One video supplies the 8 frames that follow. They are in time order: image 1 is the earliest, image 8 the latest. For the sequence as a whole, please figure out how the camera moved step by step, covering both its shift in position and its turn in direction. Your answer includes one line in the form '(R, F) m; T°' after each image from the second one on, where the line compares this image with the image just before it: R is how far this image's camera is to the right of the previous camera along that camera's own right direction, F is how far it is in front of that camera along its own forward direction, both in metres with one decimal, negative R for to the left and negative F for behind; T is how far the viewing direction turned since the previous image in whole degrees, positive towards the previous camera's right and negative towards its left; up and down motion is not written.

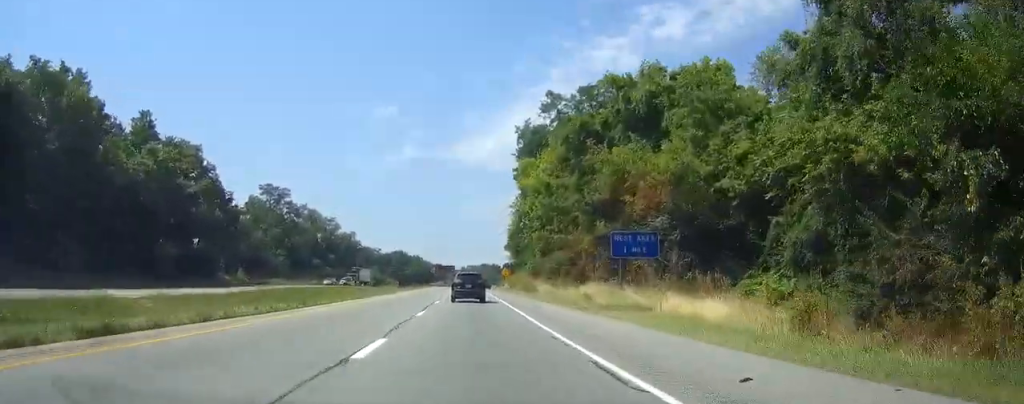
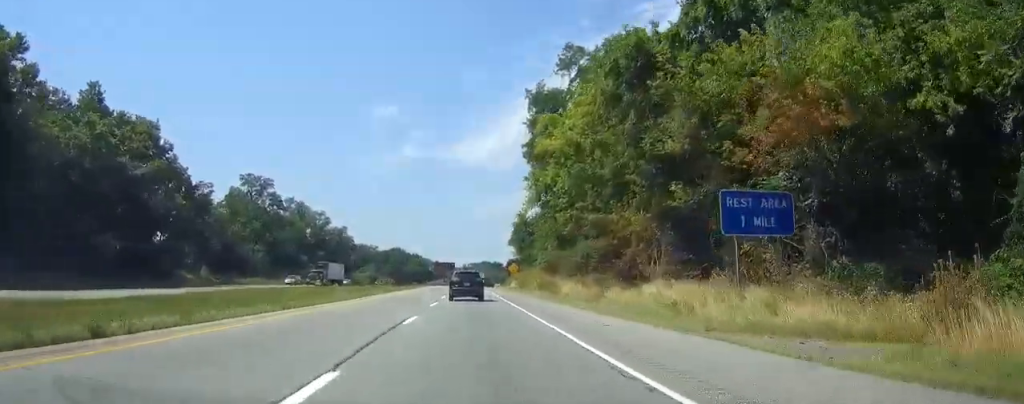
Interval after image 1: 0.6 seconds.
(0.0, +17.2) m; 0°
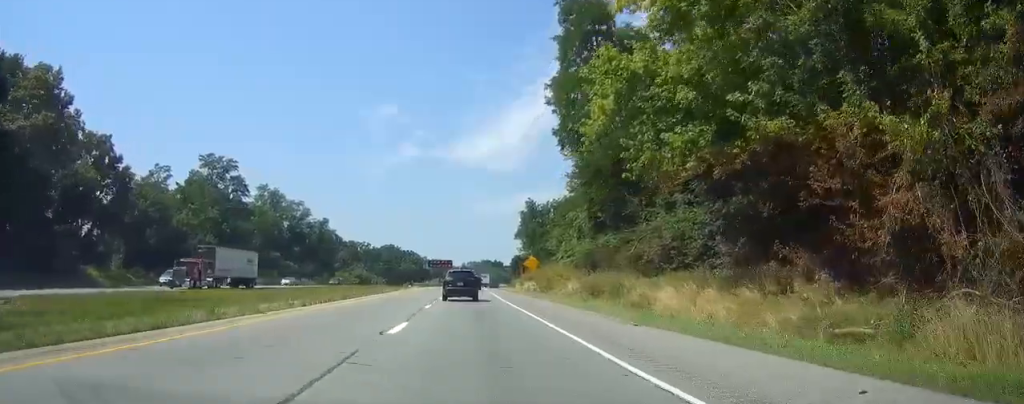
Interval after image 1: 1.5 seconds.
(0.0, +27.2) m; 0°
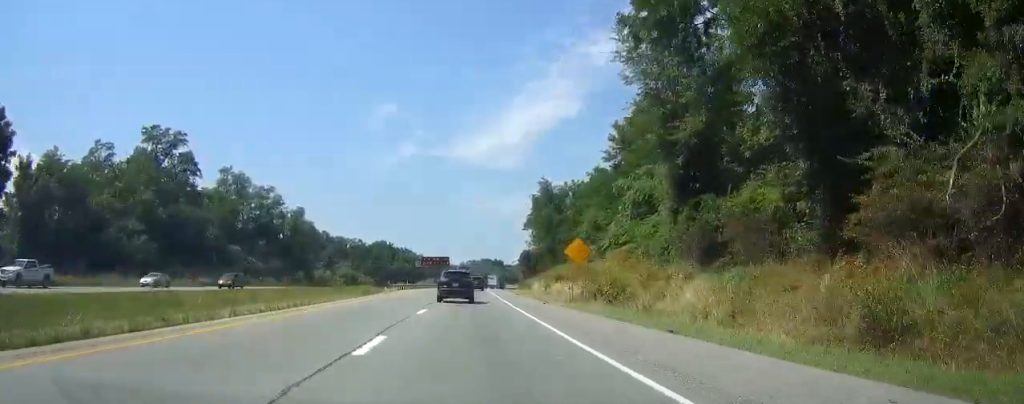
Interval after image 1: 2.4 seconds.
(0.0, +28.2) m; 0°
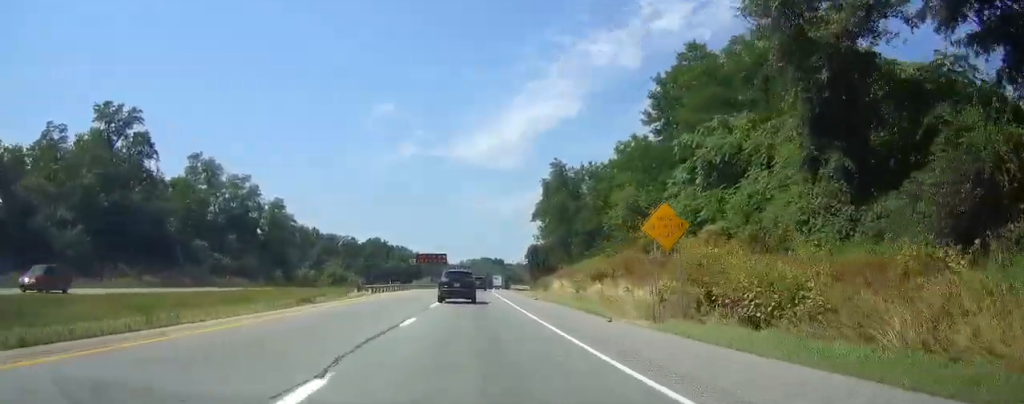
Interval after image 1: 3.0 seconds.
(0.0, +18.1) m; 0°
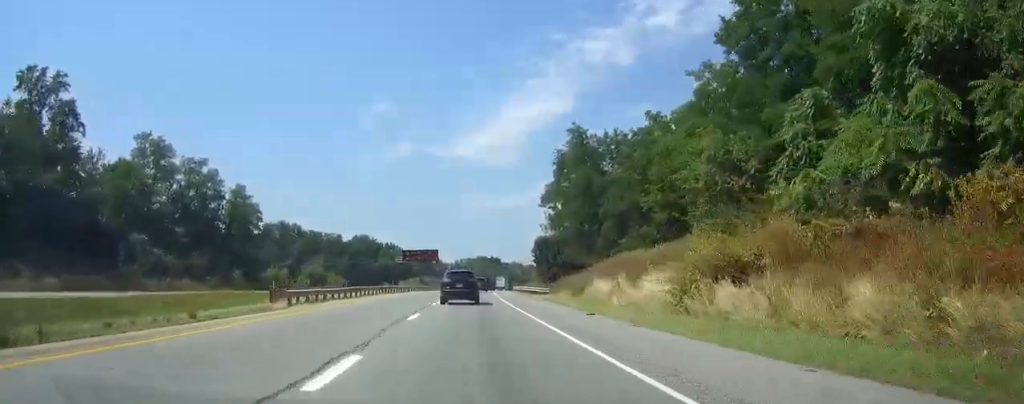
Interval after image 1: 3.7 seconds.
(0.0, +22.1) m; 0°
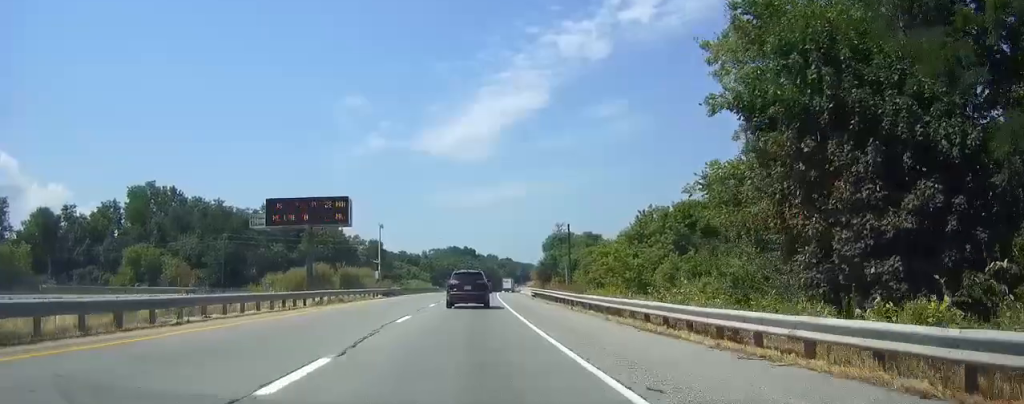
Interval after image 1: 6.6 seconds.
(+1.9, +86.6) m; +2°
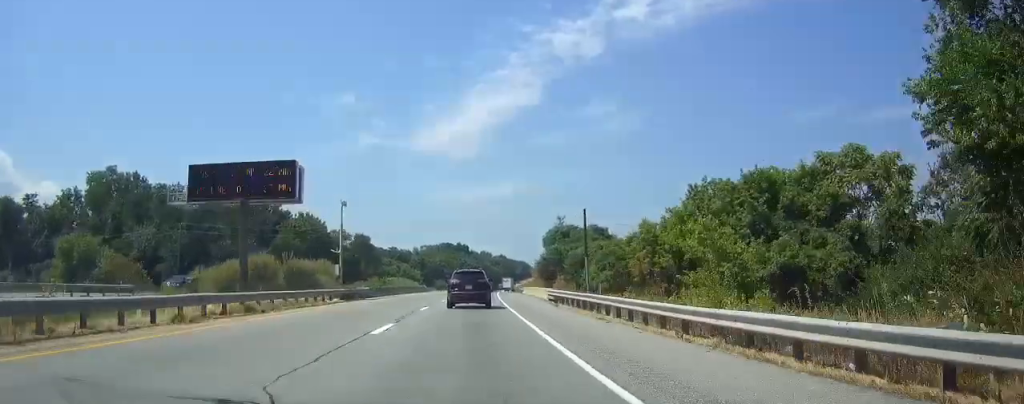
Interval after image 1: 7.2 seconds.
(+0.1, +16.8) m; +1°
